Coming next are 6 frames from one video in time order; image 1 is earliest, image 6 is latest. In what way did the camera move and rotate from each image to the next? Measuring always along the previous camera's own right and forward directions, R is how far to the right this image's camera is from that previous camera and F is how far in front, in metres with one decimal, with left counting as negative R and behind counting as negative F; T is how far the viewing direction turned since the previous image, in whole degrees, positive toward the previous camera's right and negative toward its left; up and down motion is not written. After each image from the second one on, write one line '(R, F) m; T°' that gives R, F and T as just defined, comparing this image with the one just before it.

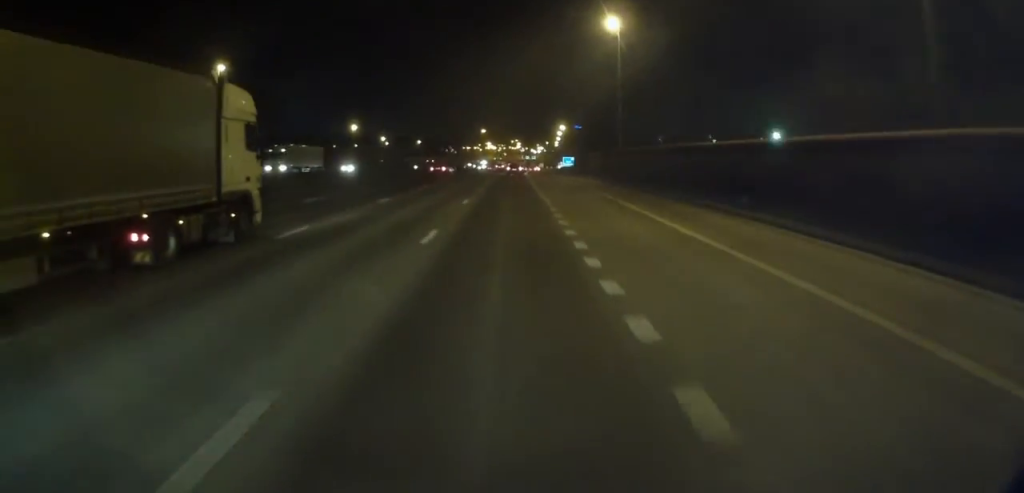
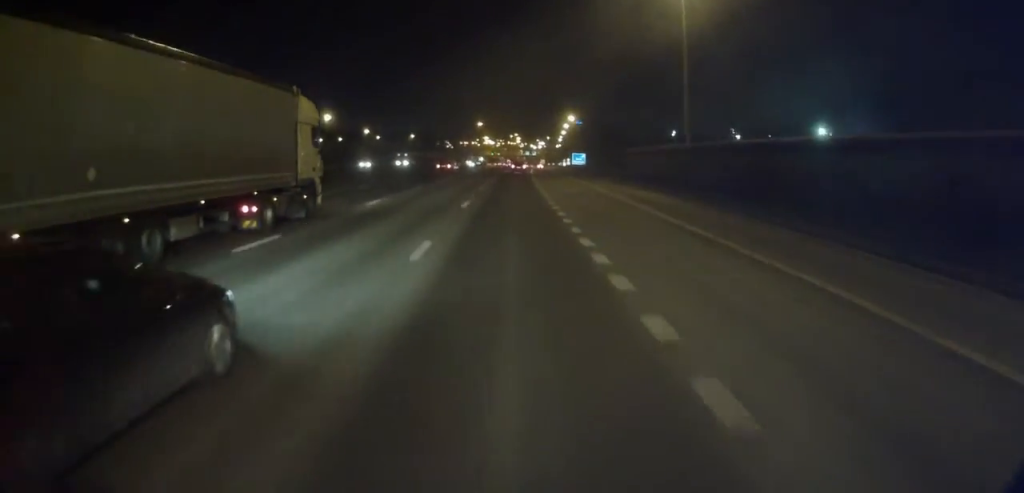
(0.0, +27.8) m; 0°
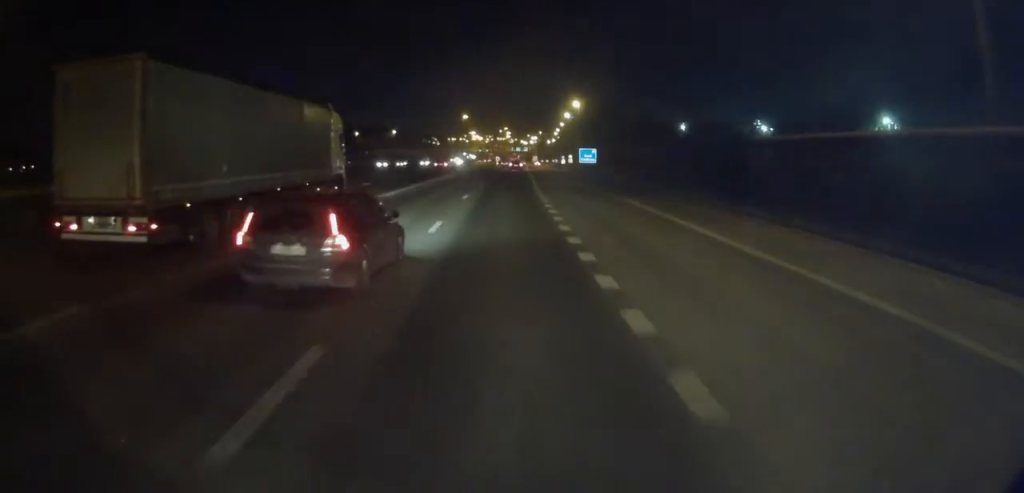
(-0.4, +32.9) m; -1°
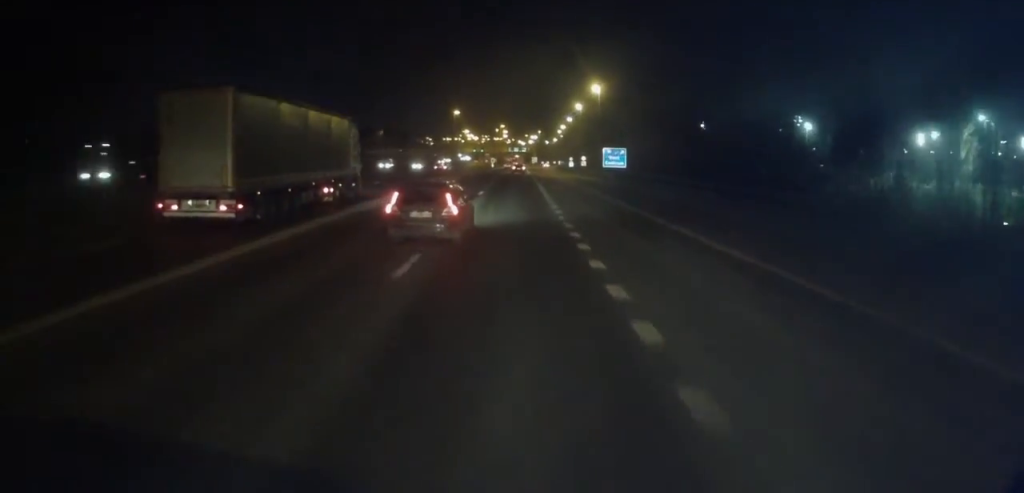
(-0.1, +30.8) m; +1°
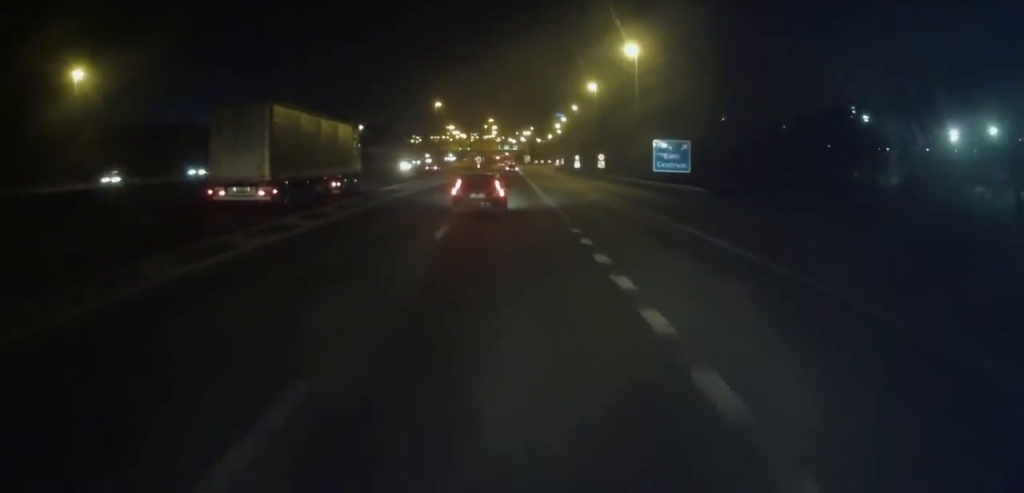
(+0.4, +32.1) m; 0°
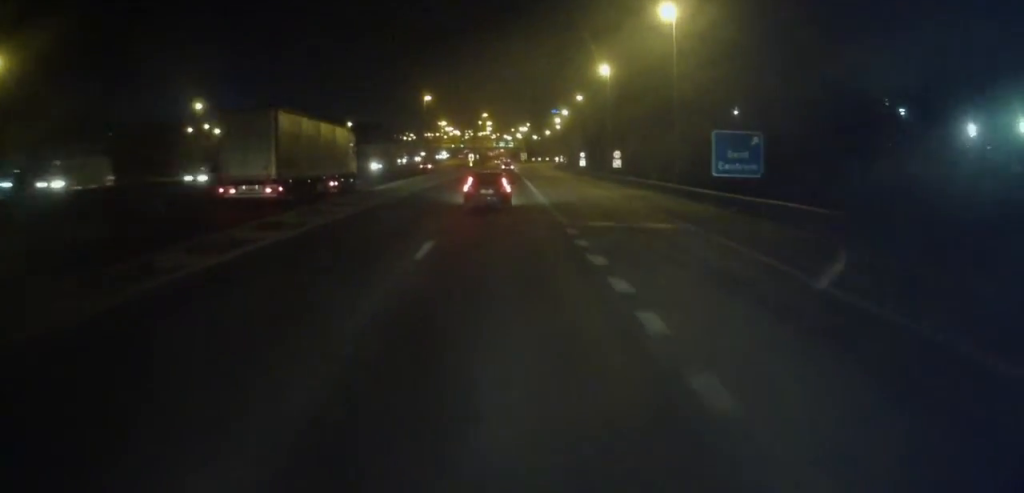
(-0.3, +15.1) m; 0°
